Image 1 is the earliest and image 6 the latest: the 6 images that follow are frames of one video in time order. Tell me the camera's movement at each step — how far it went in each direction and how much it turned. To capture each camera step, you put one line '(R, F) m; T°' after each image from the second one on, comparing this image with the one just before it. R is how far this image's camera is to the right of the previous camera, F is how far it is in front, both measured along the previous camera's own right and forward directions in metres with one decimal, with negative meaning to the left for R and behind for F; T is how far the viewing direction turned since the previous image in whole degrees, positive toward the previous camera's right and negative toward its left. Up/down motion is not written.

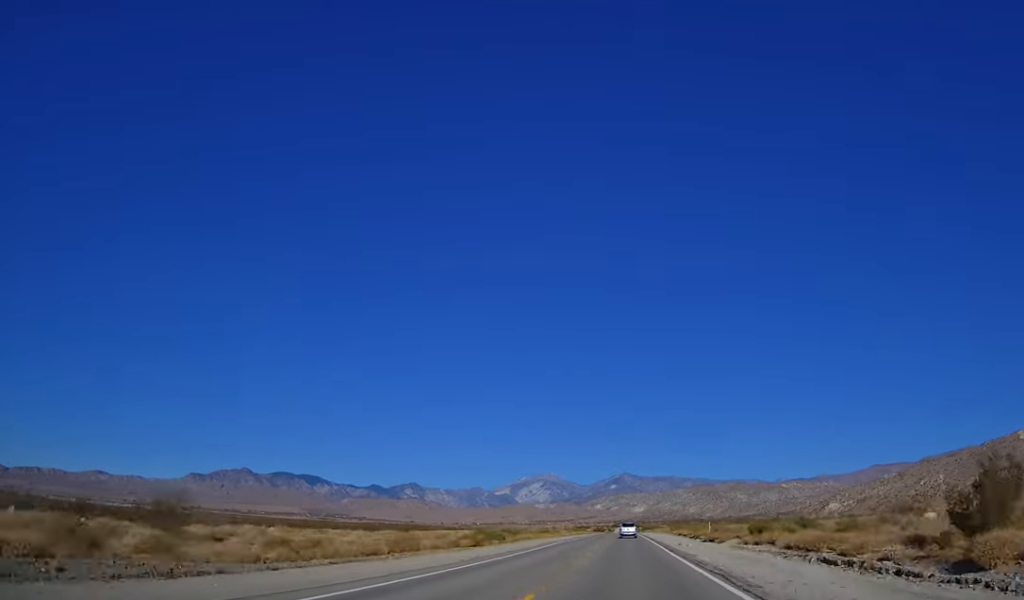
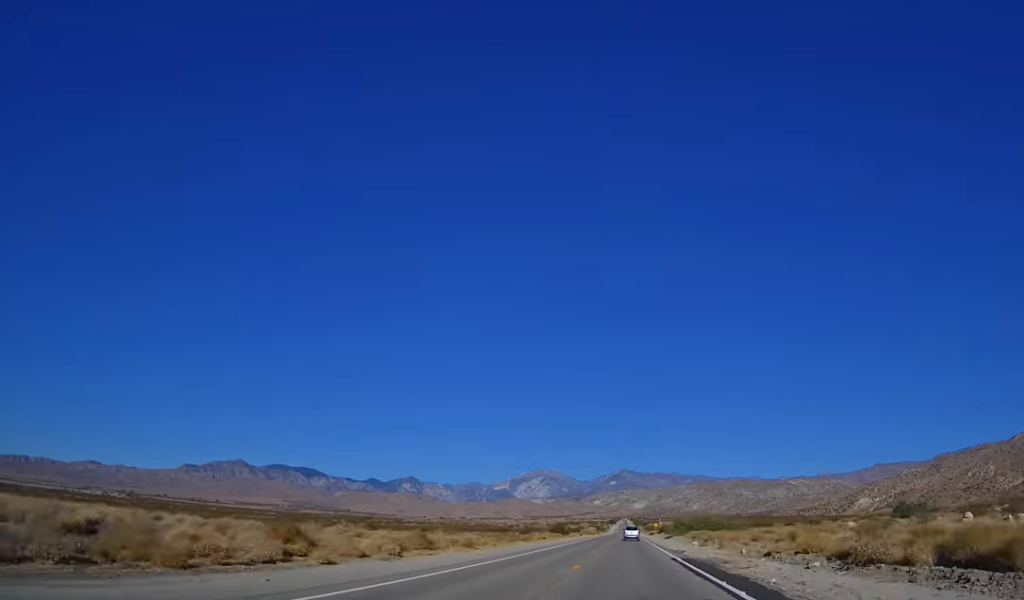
(-0.9, +189.4) m; 0°
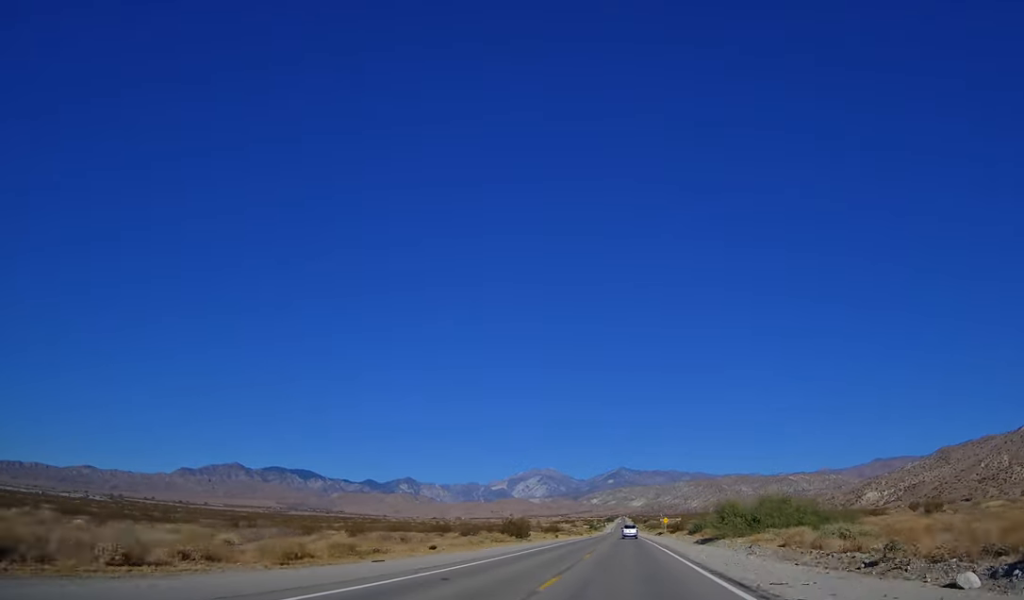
(+0.3, +51.4) m; +1°
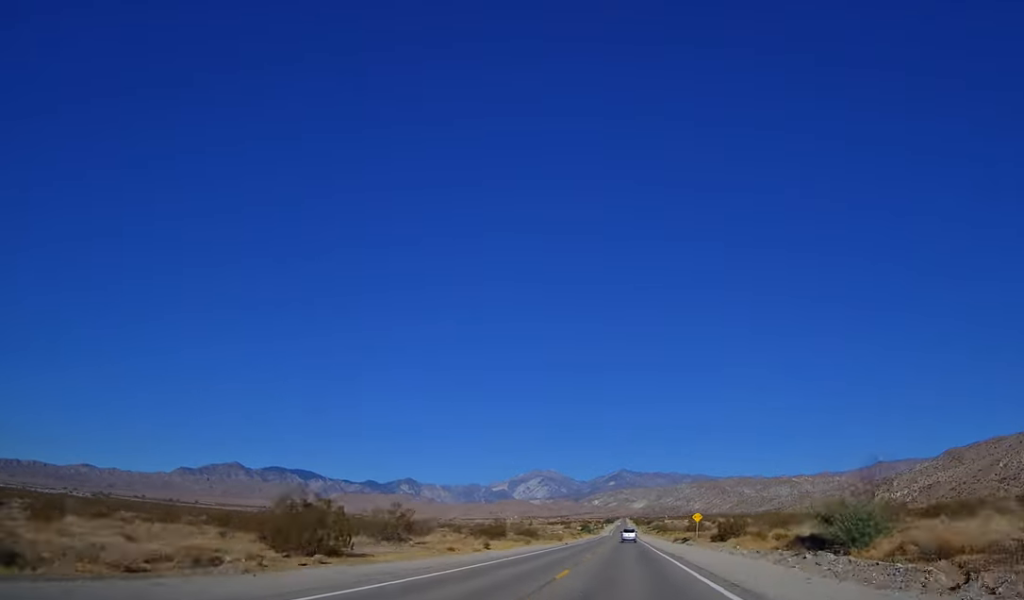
(+0.2, +53.4) m; 0°
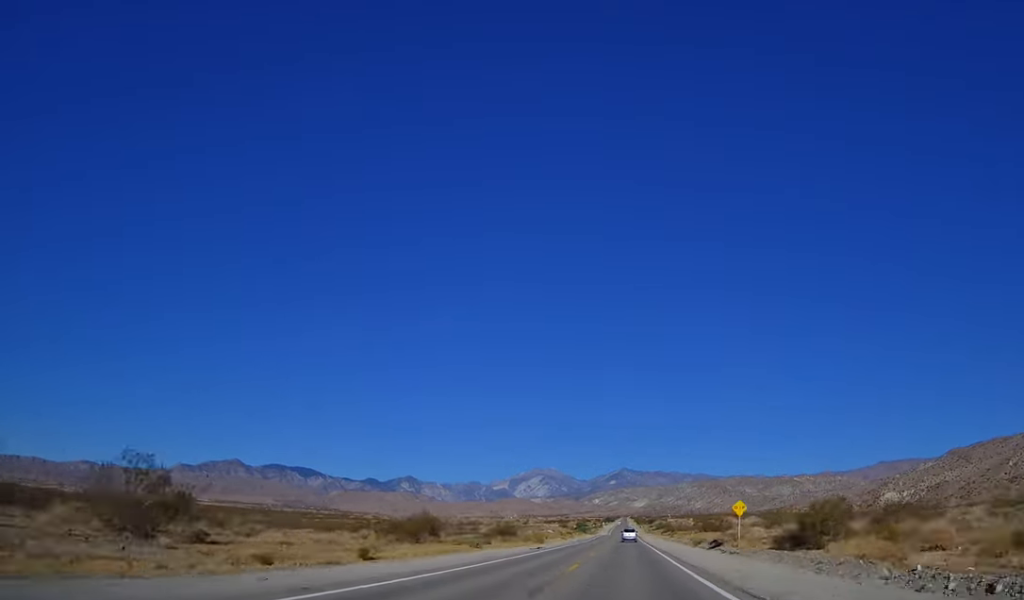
(-0.1, +25.1) m; 0°
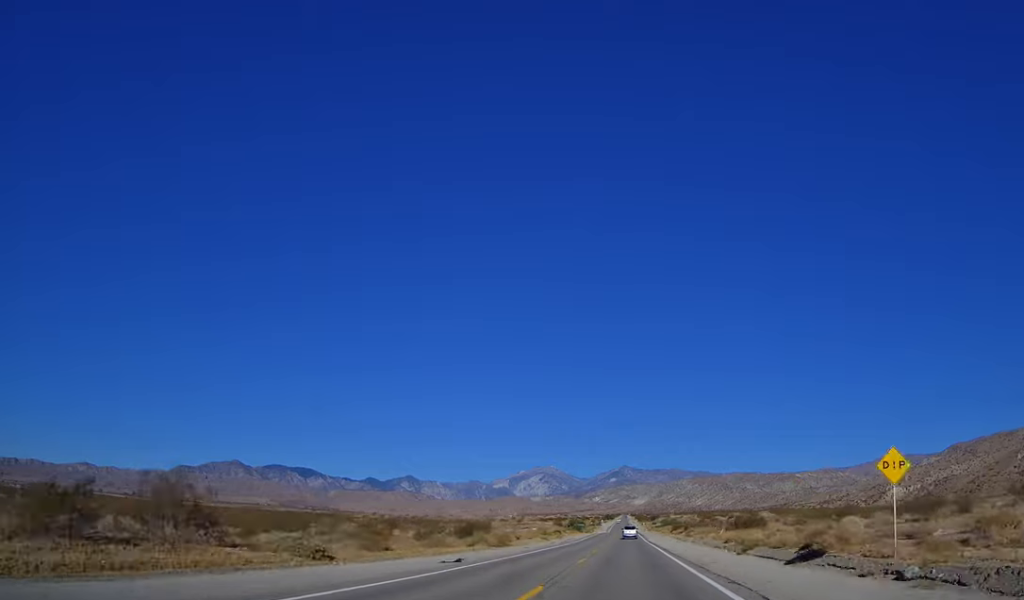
(0.0, +25.3) m; 0°
